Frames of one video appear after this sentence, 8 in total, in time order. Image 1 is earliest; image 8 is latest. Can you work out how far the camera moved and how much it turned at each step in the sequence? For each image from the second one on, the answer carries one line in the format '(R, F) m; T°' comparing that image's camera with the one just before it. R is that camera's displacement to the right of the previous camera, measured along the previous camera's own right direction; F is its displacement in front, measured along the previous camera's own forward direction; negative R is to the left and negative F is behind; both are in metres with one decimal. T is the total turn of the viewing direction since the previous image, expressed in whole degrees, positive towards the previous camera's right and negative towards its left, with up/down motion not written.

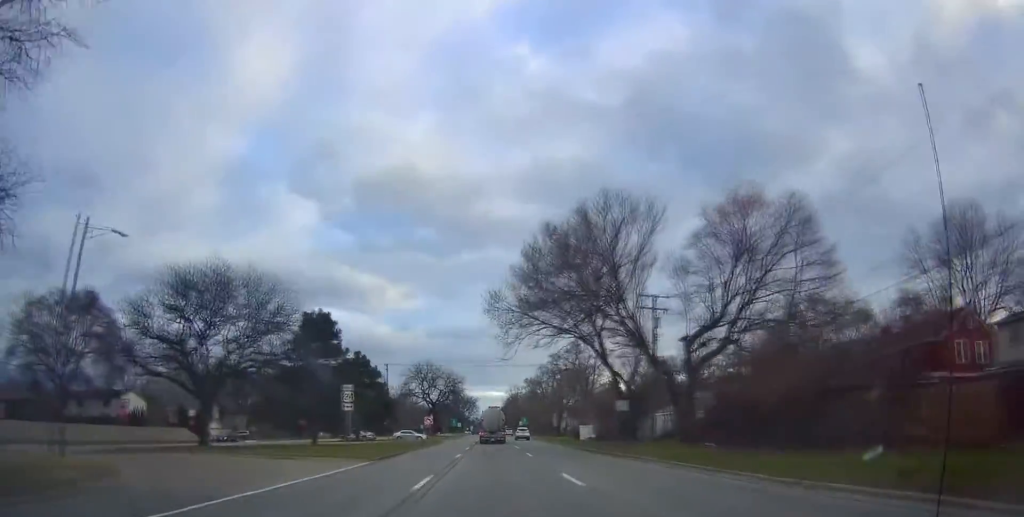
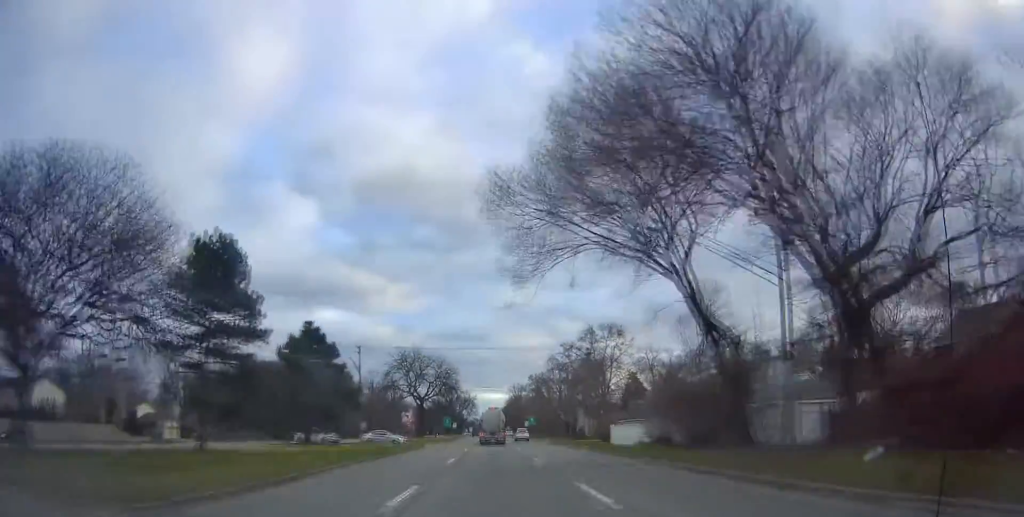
(0.0, +19.7) m; -1°
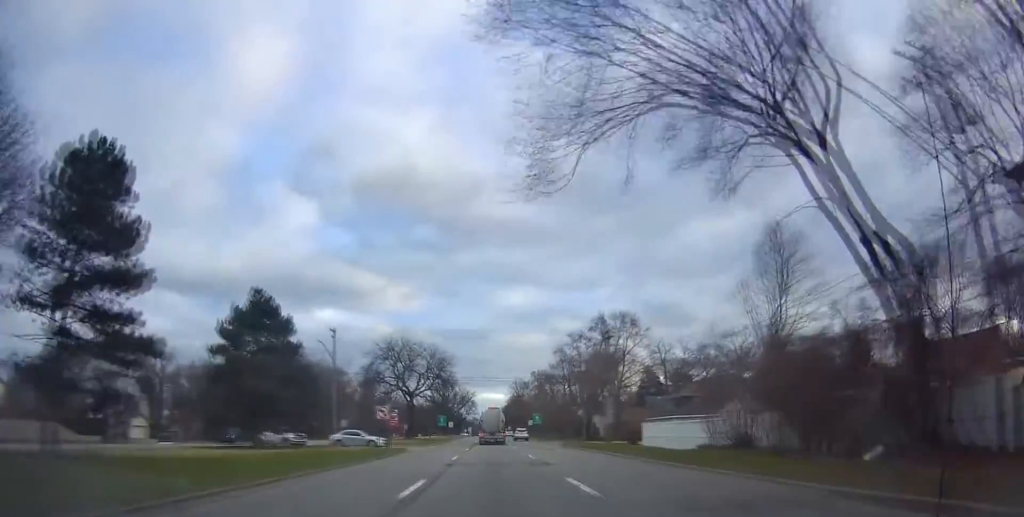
(0.0, +11.9) m; 0°
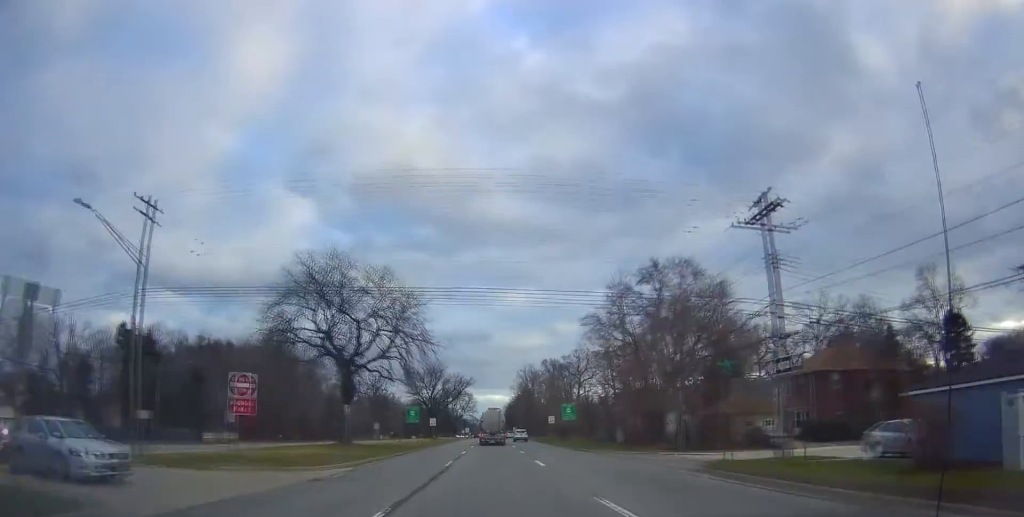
(0.0, +36.2) m; -1°
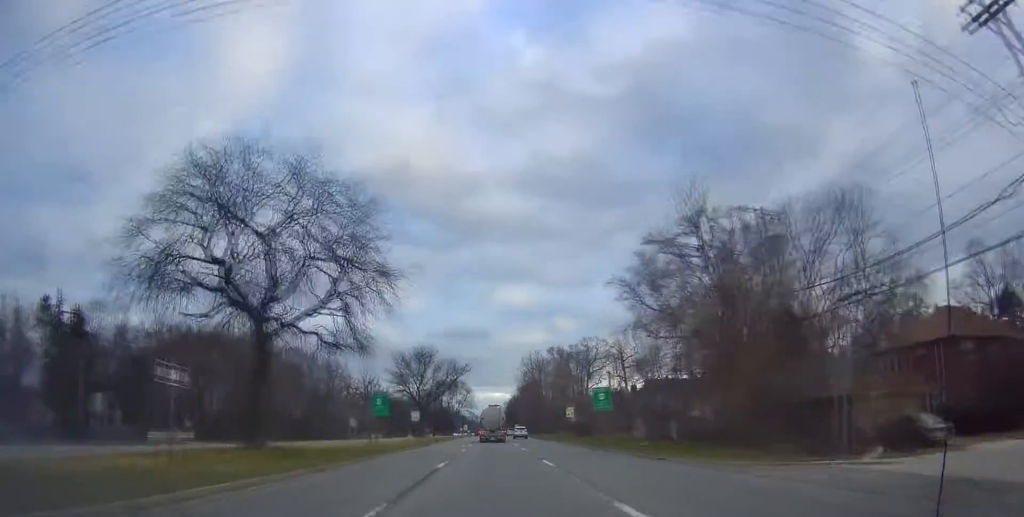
(-0.7, +17.5) m; 0°
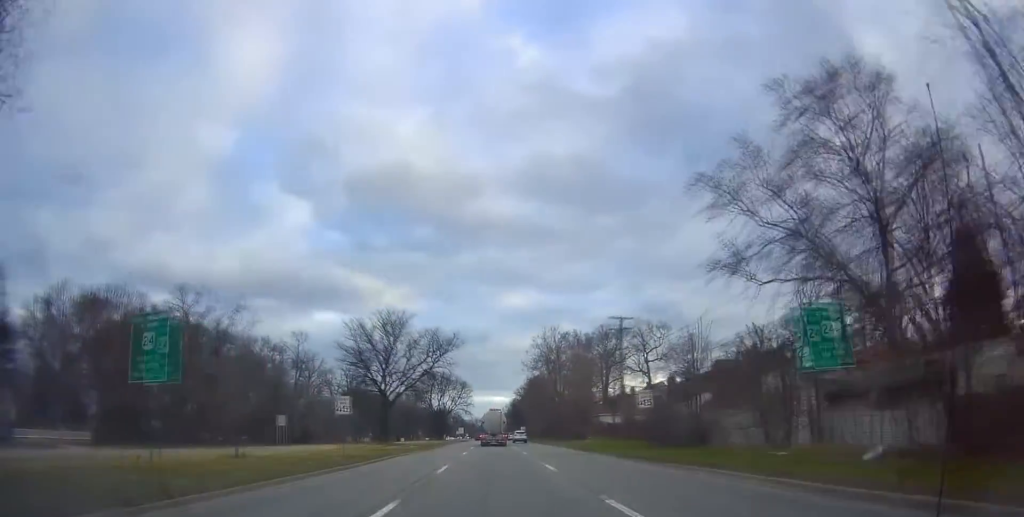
(+1.0, +28.5) m; +2°
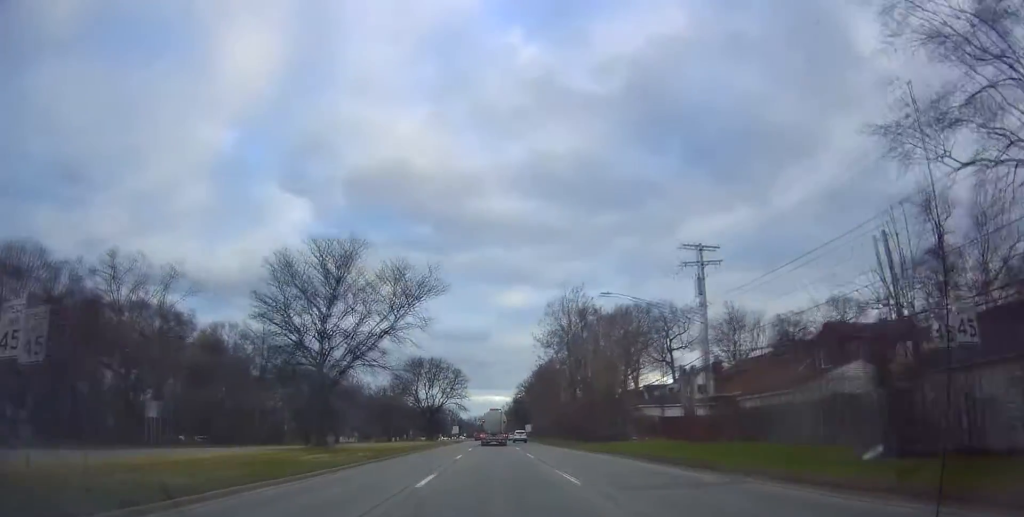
(0.0, +22.2) m; 0°
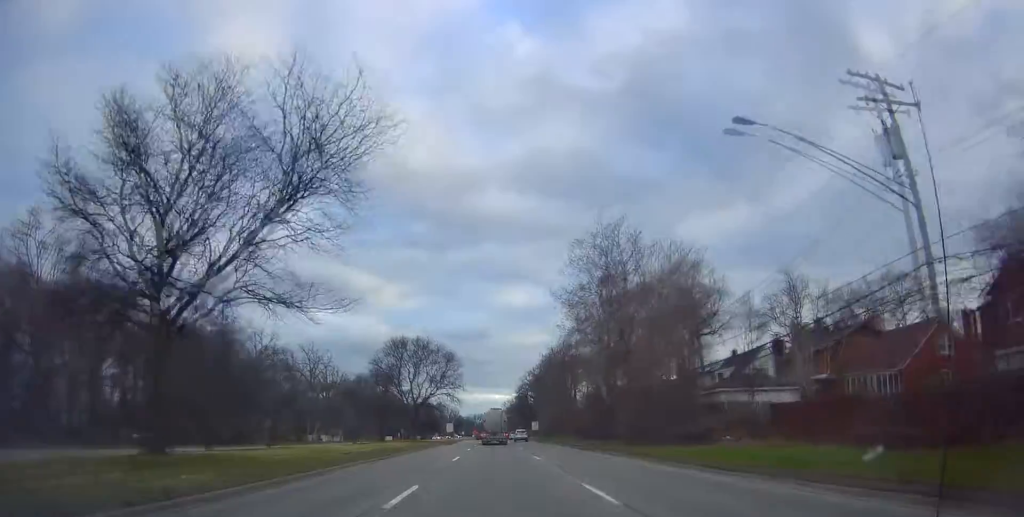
(0.0, +19.2) m; 0°
